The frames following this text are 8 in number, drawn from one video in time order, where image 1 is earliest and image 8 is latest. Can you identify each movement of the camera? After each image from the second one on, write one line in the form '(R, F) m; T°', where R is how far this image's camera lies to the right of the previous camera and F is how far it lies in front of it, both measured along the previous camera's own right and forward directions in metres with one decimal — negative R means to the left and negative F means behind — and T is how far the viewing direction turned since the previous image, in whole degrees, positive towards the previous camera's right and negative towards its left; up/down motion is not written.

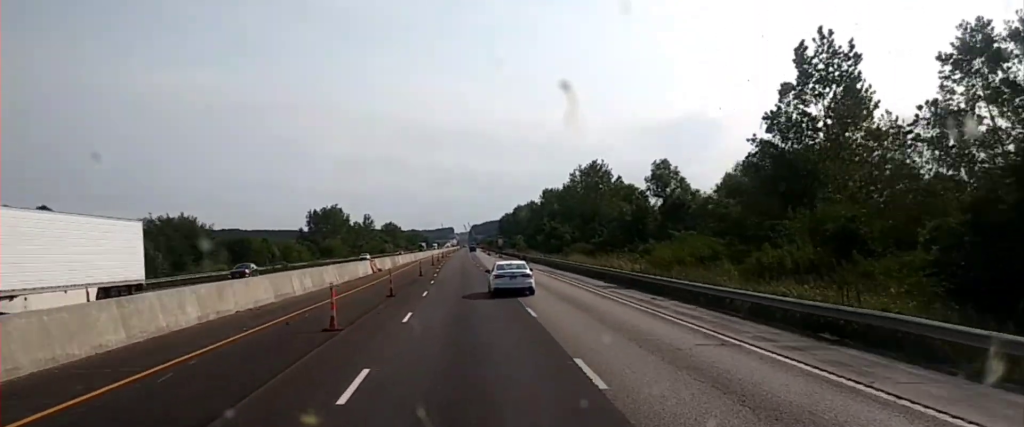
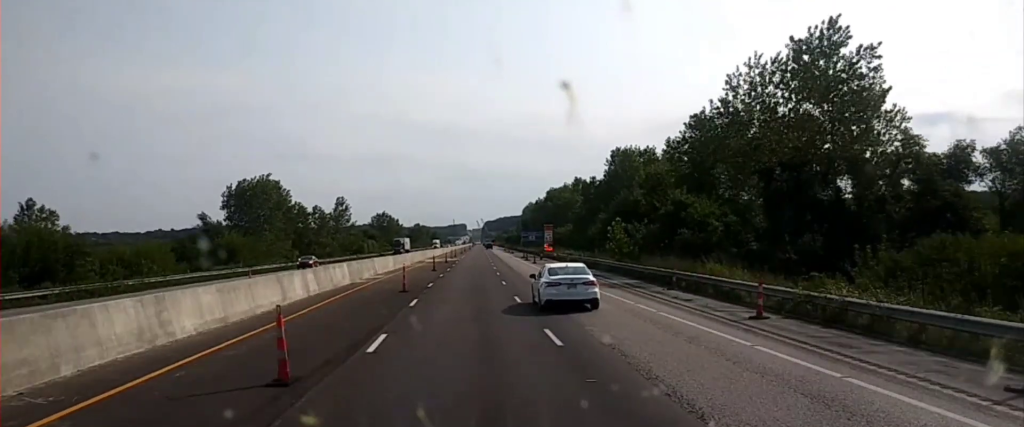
(-0.8, +44.3) m; -2°
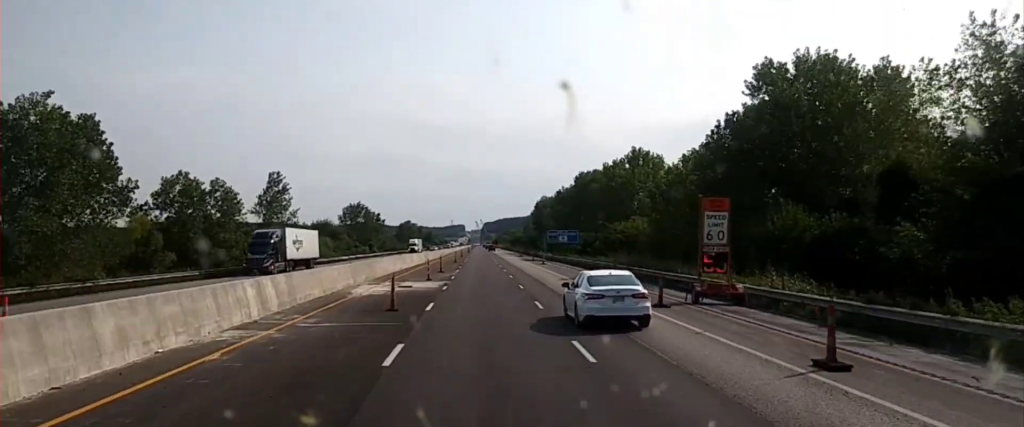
(+0.8, +64.0) m; +2°
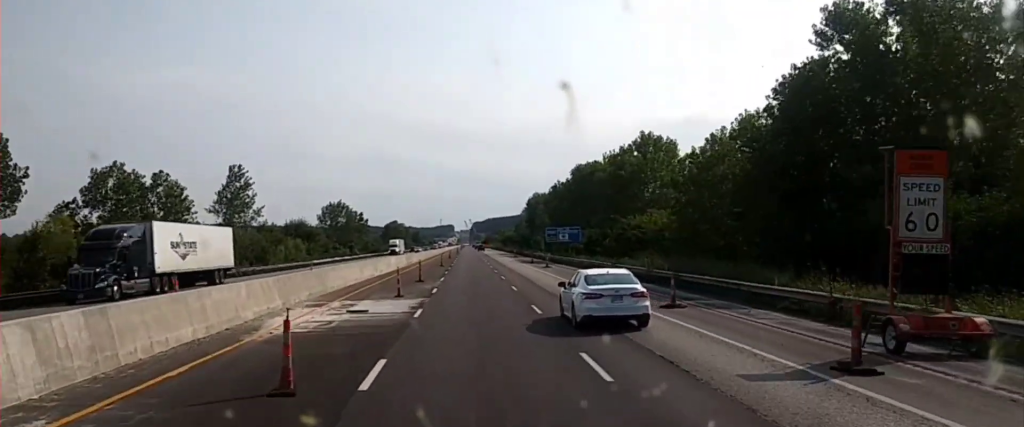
(-0.2, +14.8) m; +1°
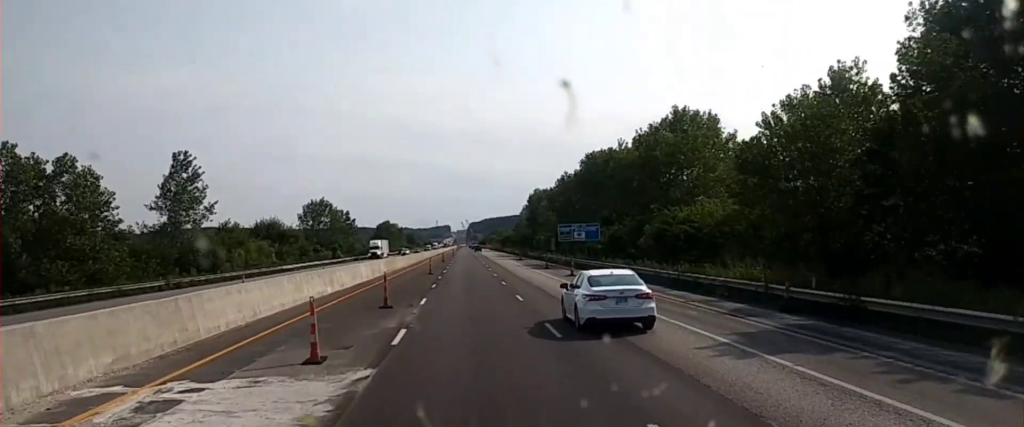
(+0.4, +18.8) m; 0°
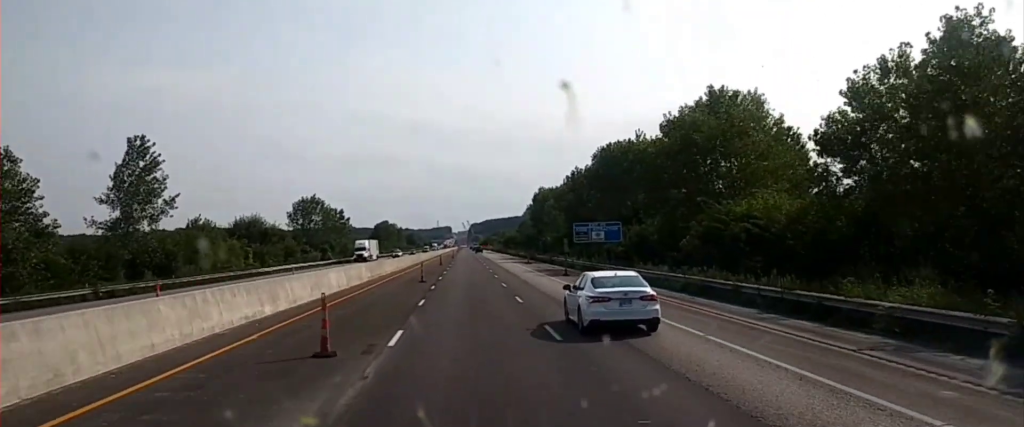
(+0.3, +12.3) m; 0°
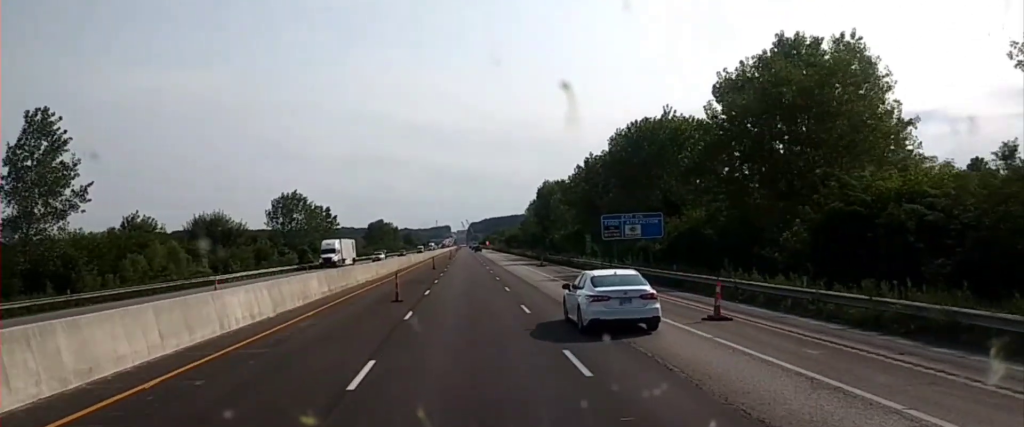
(-0.5, +18.1) m; -1°
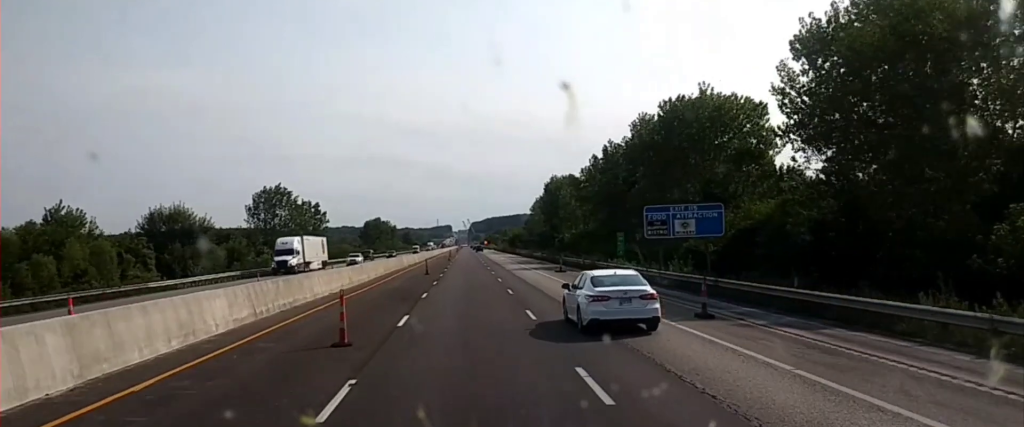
(-0.2, +14.0) m; -1°
